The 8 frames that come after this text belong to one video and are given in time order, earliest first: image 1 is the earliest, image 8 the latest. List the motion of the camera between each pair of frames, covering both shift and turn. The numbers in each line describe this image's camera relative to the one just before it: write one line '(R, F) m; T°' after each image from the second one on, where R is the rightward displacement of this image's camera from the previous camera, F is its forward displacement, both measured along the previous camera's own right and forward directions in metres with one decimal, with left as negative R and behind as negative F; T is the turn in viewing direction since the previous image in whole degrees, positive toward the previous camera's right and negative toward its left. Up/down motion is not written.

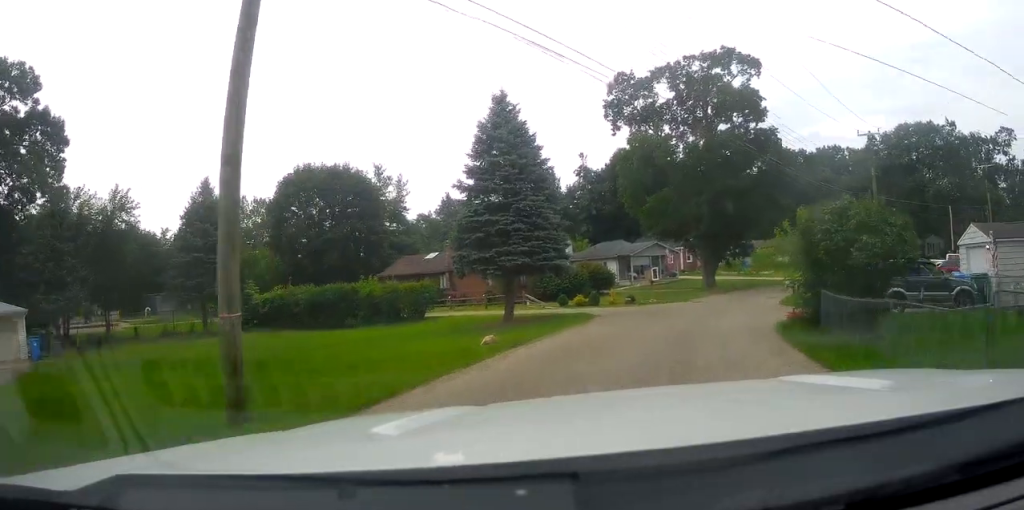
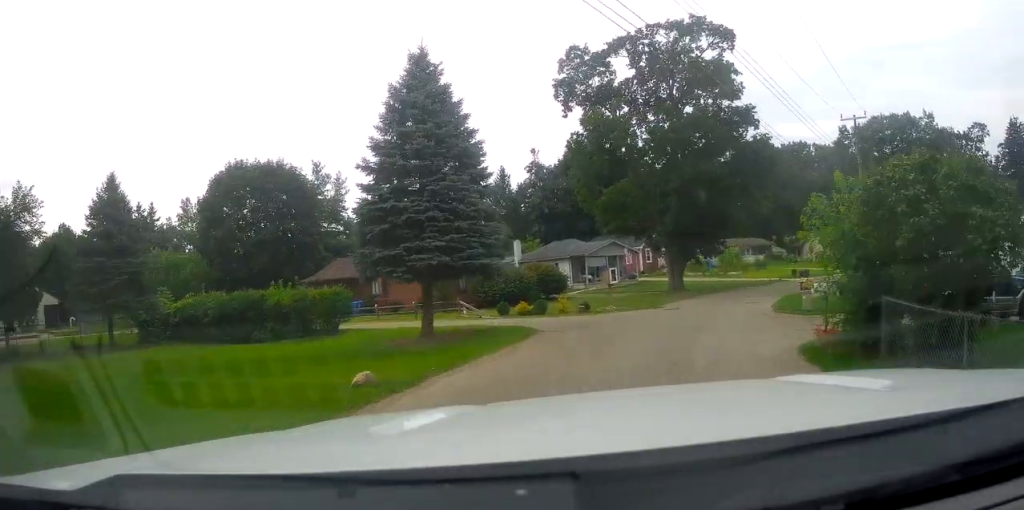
(-0.2, +5.4) m; +2°
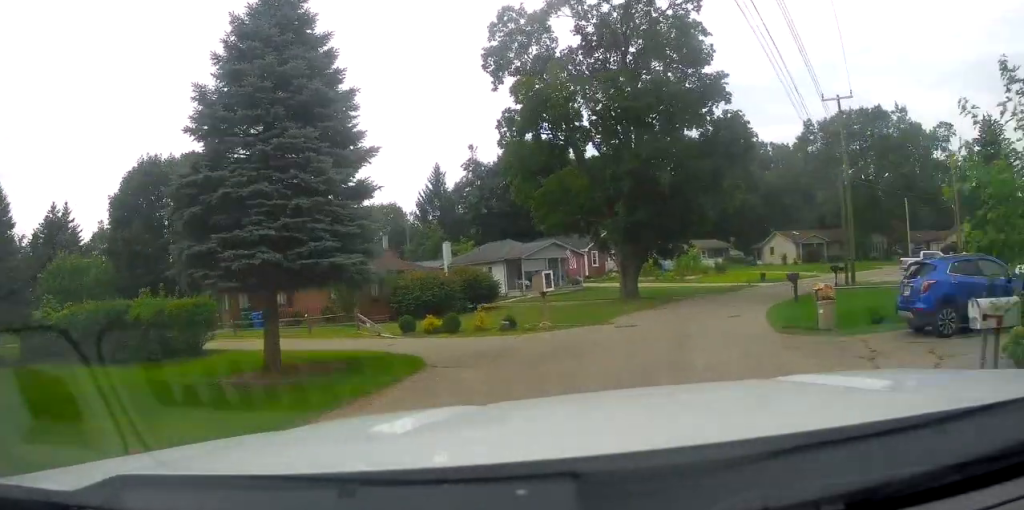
(+0.1, +6.4) m; +4°
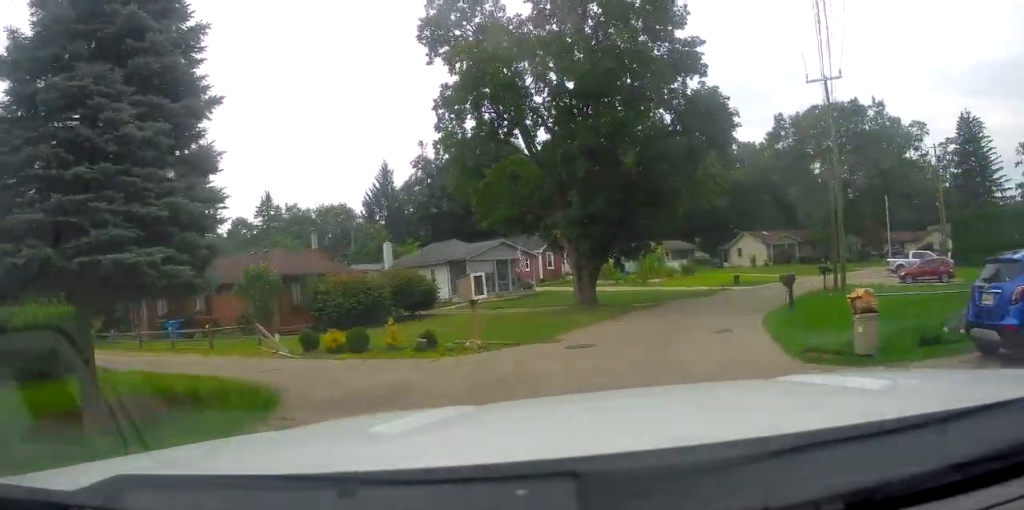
(+0.2, +4.5) m; +5°
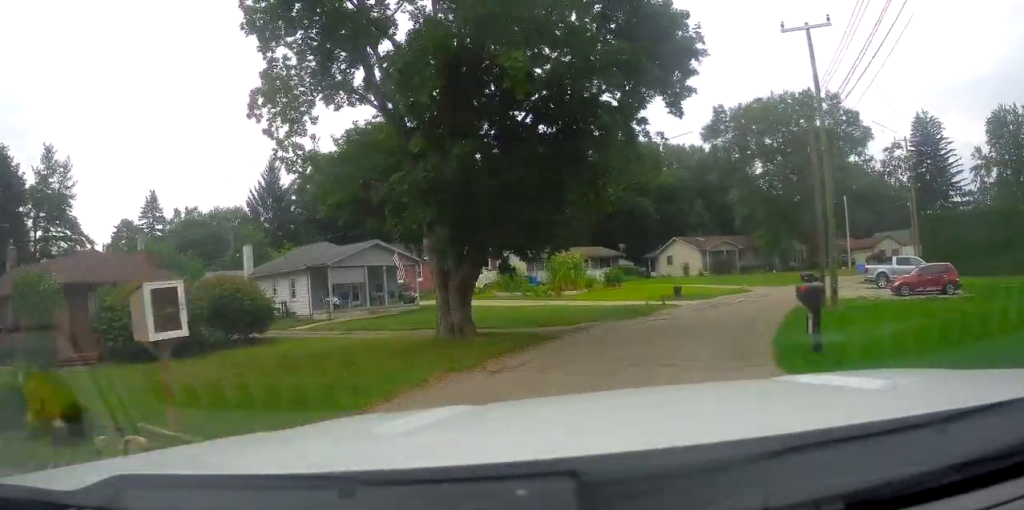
(+0.8, +8.9) m; +8°
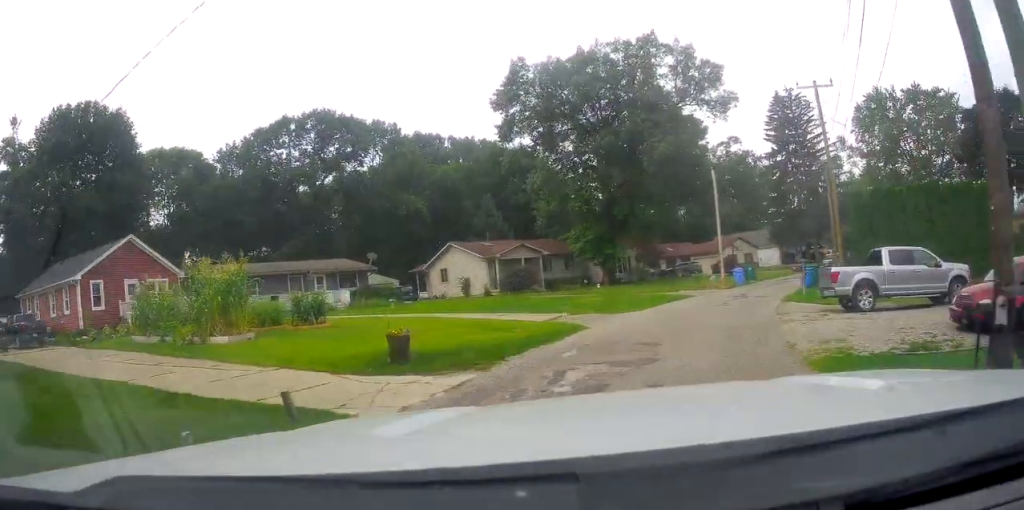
(+3.8, +19.3) m; +22°
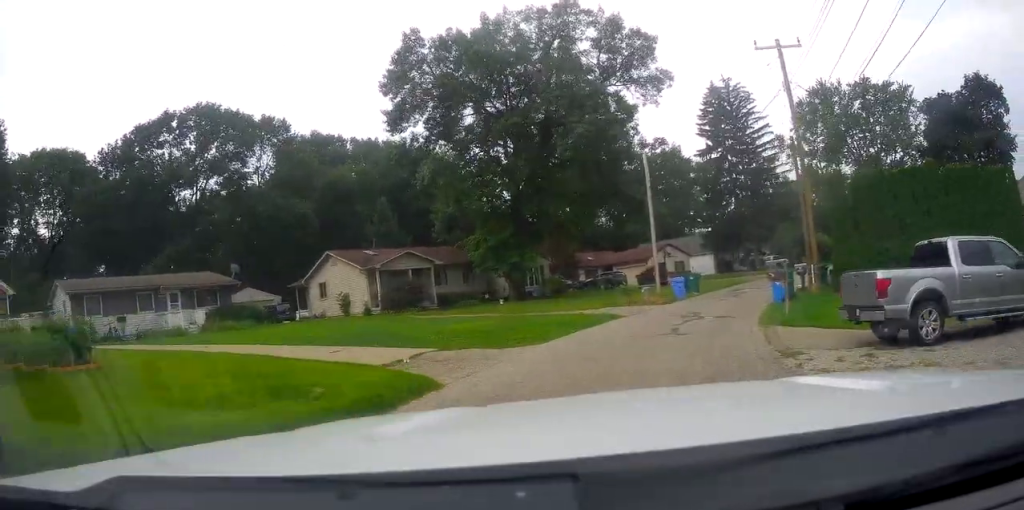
(+0.4, +8.3) m; +7°
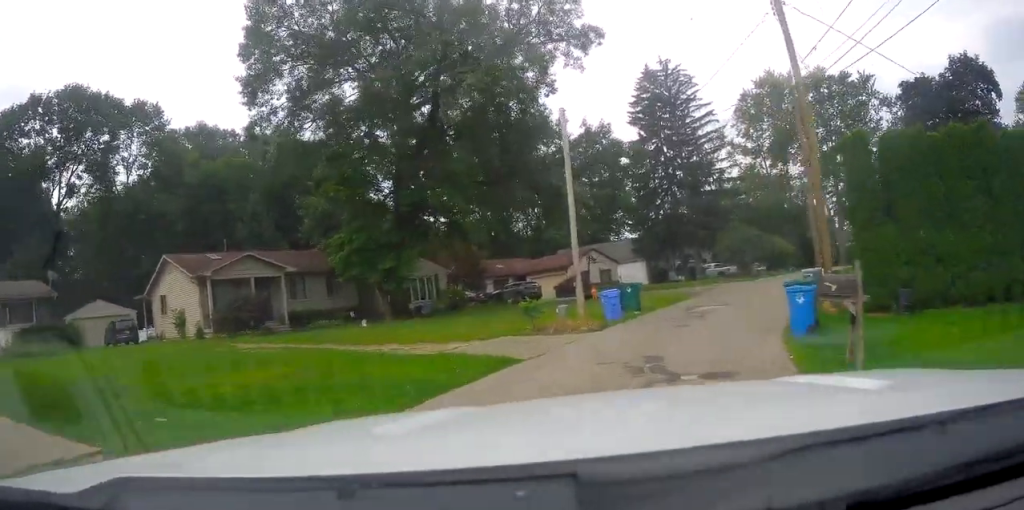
(+0.8, +9.9) m; +11°
